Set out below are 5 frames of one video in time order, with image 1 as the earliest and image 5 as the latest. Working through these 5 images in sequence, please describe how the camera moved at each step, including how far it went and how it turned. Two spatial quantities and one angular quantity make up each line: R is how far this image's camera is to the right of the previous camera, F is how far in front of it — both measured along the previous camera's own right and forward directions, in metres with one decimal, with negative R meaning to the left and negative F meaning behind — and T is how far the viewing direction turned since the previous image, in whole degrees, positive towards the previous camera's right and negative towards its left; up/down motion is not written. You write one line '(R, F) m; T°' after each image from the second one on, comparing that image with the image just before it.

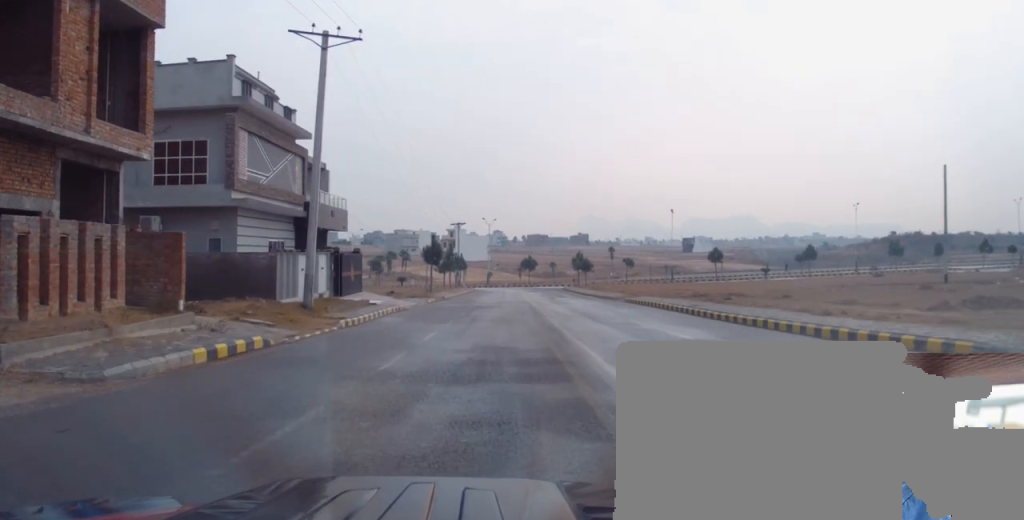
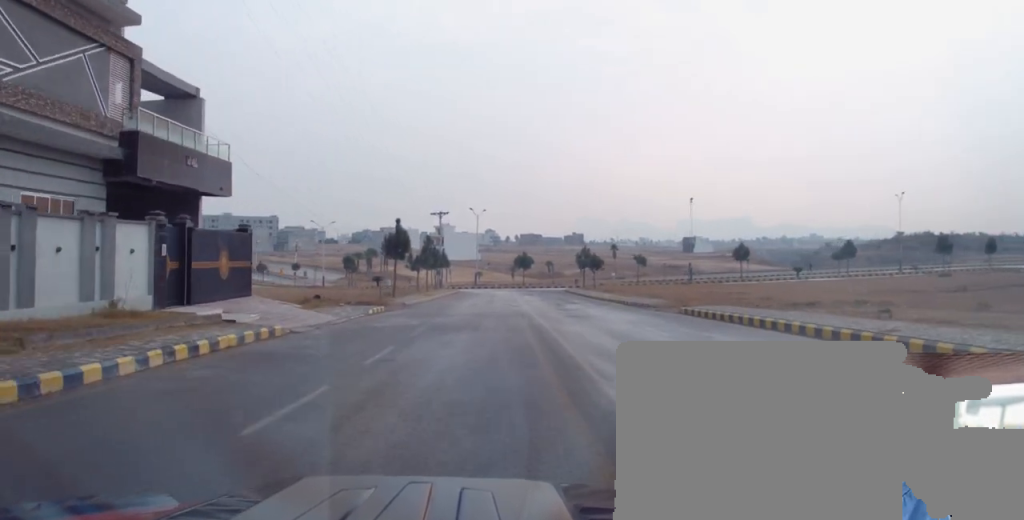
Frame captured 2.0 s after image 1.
(-0.1, +16.5) m; -3°
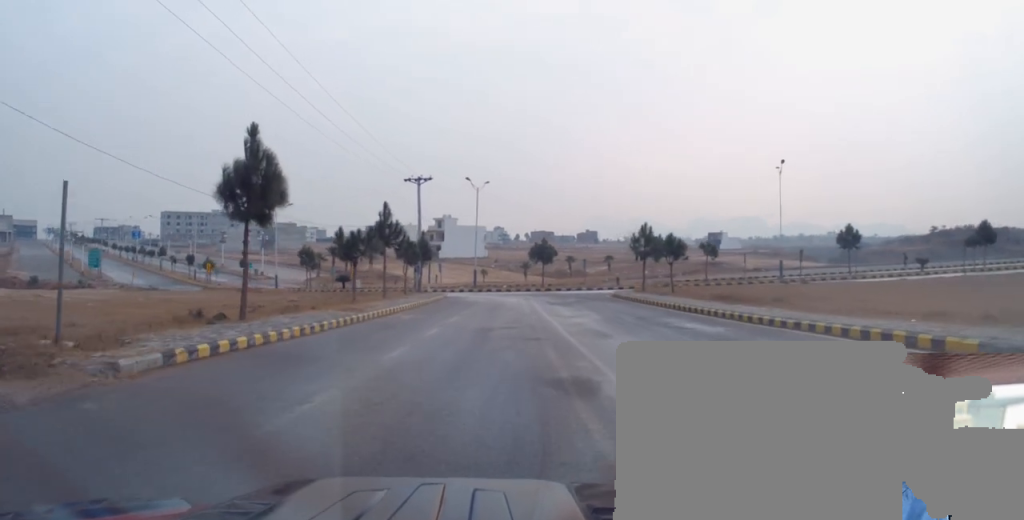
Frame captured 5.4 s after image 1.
(+0.2, +29.4) m; -1°
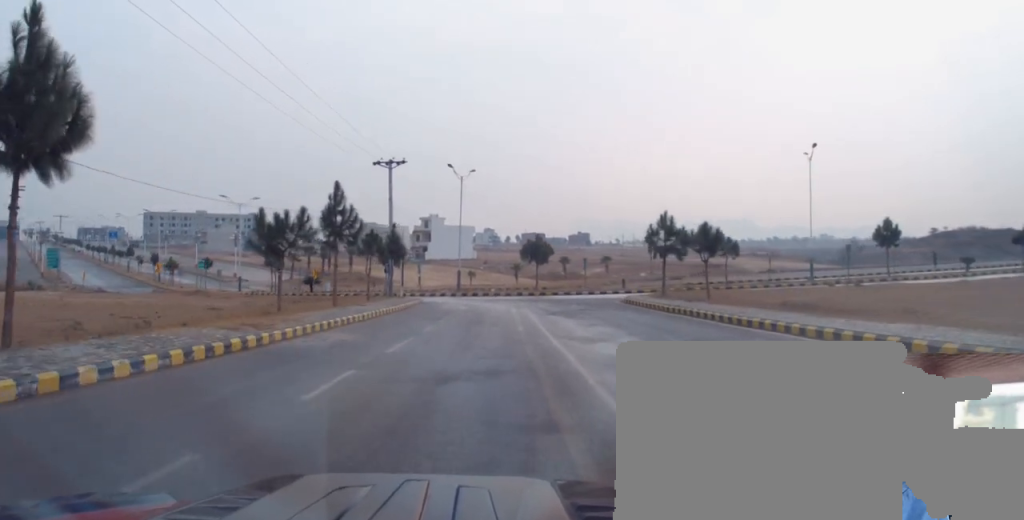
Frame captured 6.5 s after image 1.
(-0.1, +9.5) m; +3°
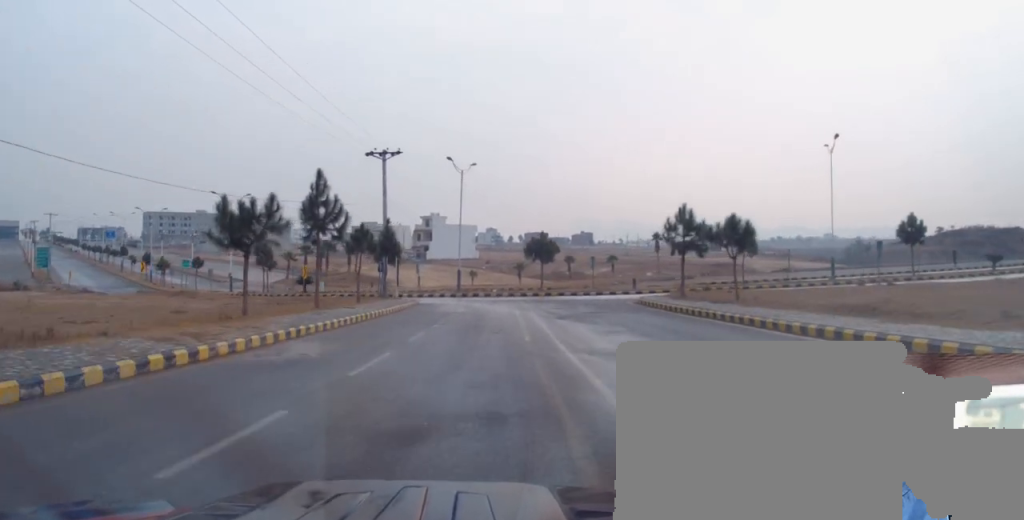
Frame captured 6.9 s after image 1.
(+0.2, +3.8) m; -1°
